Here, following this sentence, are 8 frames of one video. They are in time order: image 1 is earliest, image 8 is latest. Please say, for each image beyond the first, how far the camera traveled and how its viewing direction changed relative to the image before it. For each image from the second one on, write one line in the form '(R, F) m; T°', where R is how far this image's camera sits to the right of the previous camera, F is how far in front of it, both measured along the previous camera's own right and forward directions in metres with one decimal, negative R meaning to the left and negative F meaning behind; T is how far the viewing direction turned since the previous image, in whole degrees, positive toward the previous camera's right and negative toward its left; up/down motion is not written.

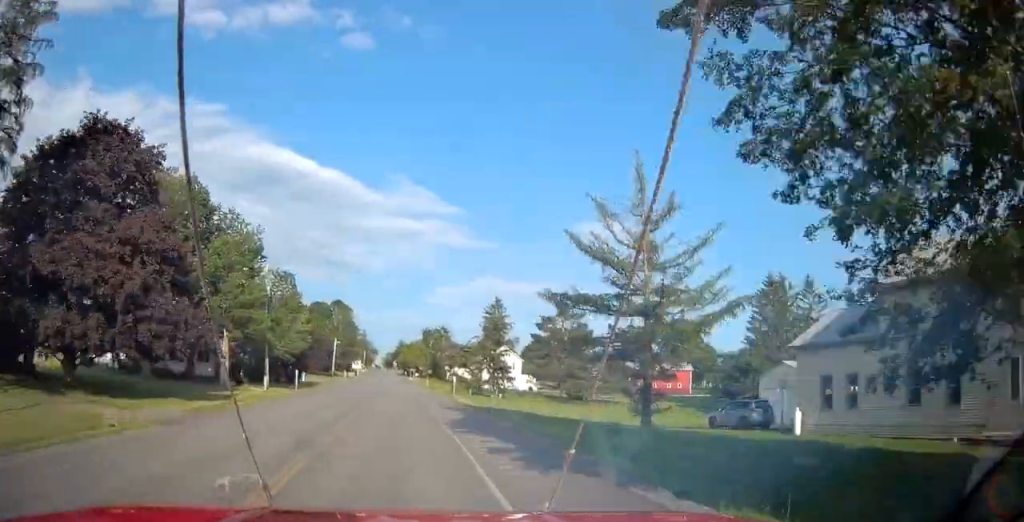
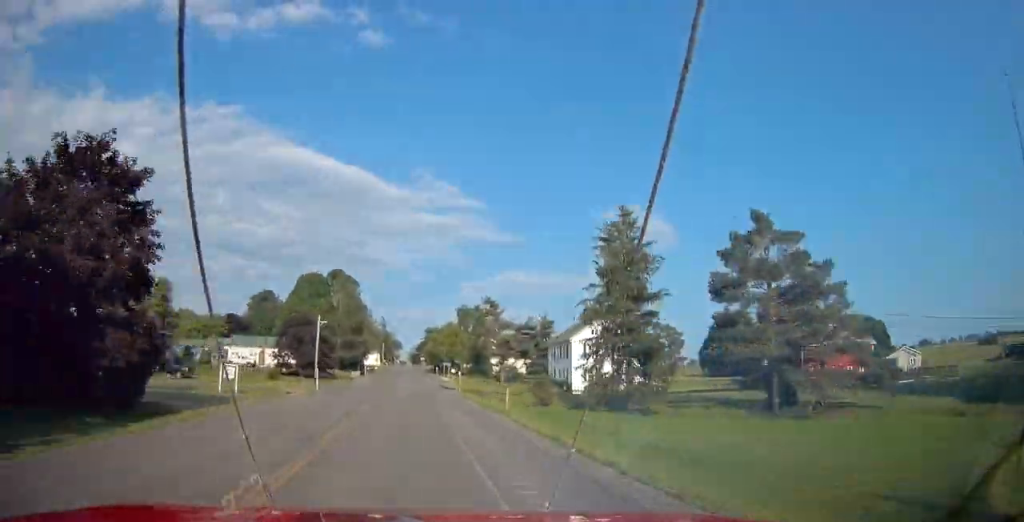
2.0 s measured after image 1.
(-1.9, +49.8) m; -2°
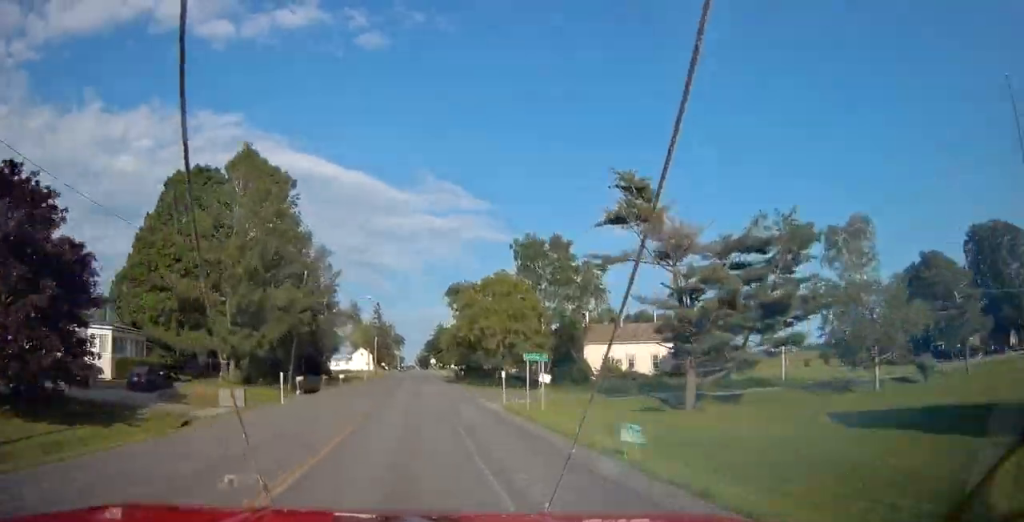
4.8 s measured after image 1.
(-1.8, +69.5) m; -2°
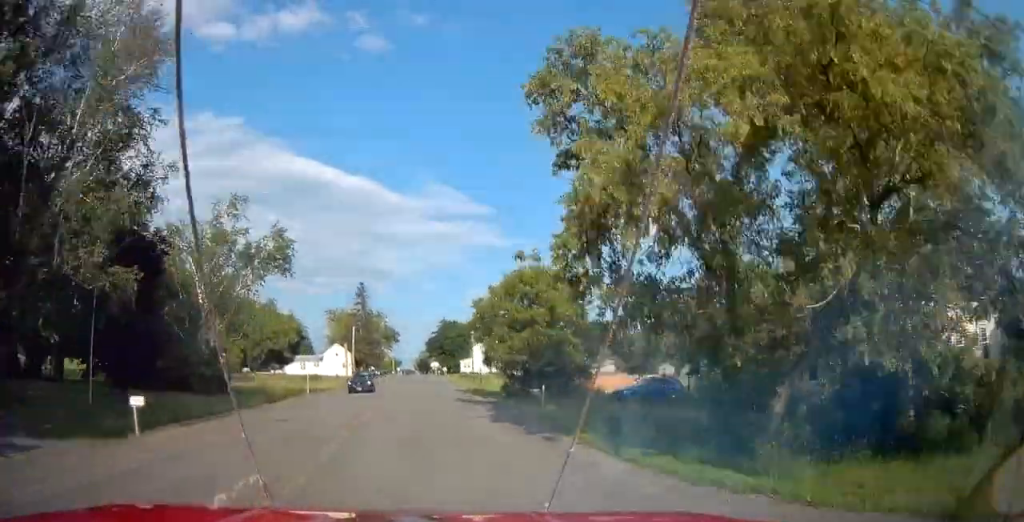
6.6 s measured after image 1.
(-0.3, +44.7) m; 0°
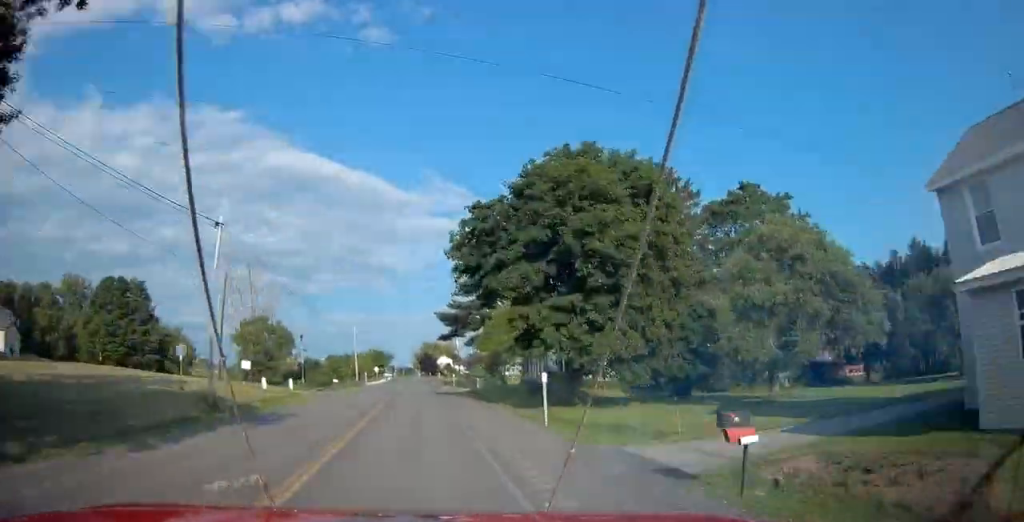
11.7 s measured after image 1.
(+0.2, +126.6) m; 0°
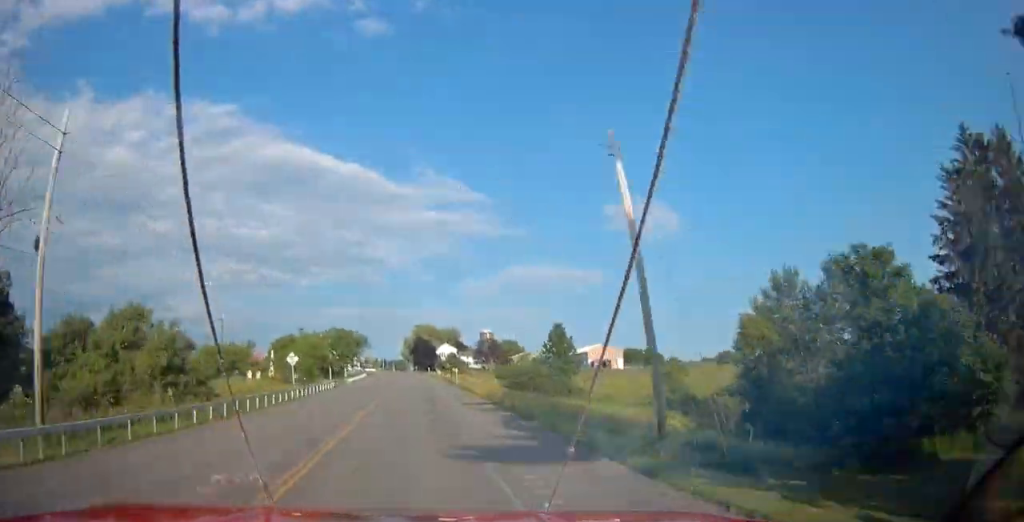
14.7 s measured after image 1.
(+0.3, +74.6) m; 0°
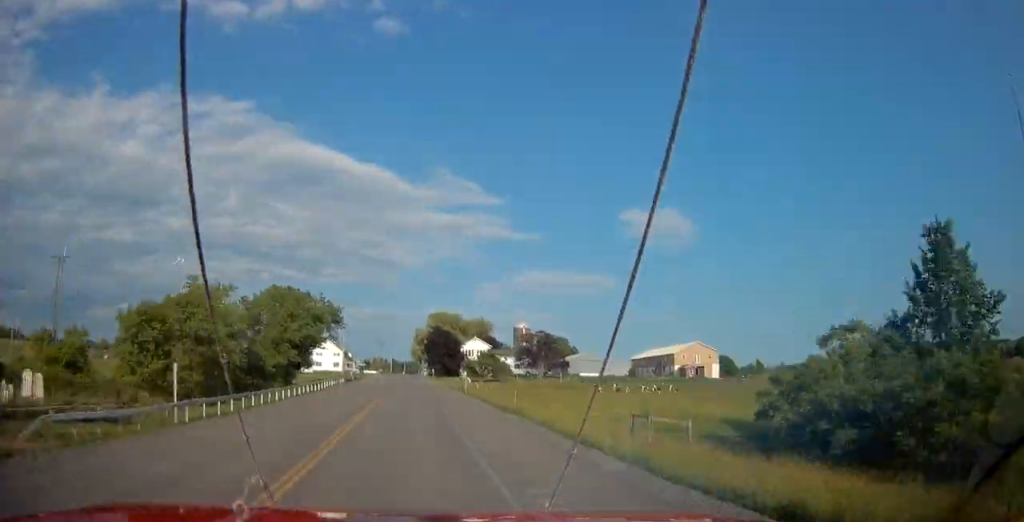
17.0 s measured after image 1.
(-0.6, +57.5) m; -1°
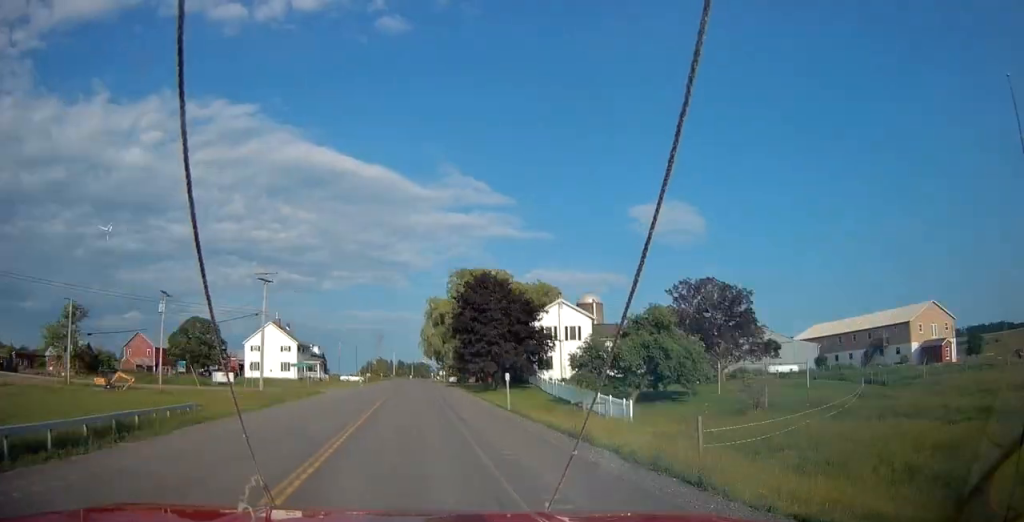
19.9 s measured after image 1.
(-0.8, +72.9) m; -1°
